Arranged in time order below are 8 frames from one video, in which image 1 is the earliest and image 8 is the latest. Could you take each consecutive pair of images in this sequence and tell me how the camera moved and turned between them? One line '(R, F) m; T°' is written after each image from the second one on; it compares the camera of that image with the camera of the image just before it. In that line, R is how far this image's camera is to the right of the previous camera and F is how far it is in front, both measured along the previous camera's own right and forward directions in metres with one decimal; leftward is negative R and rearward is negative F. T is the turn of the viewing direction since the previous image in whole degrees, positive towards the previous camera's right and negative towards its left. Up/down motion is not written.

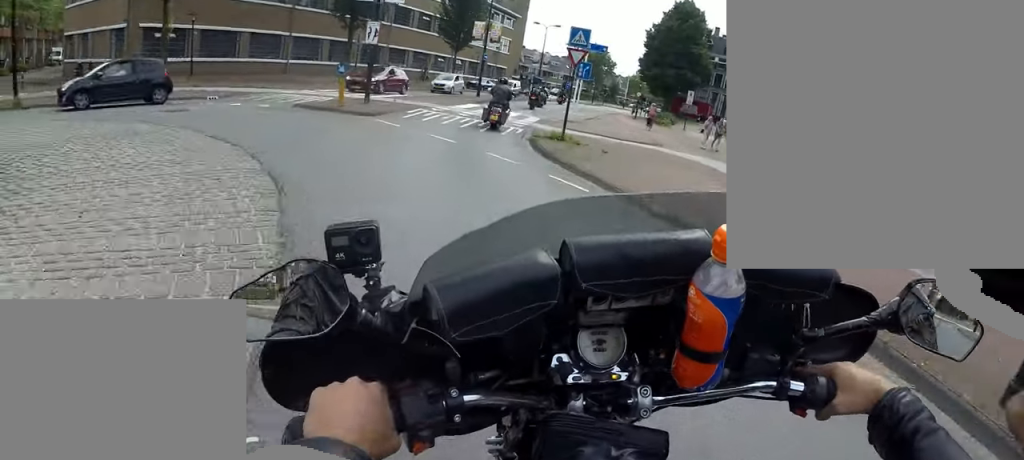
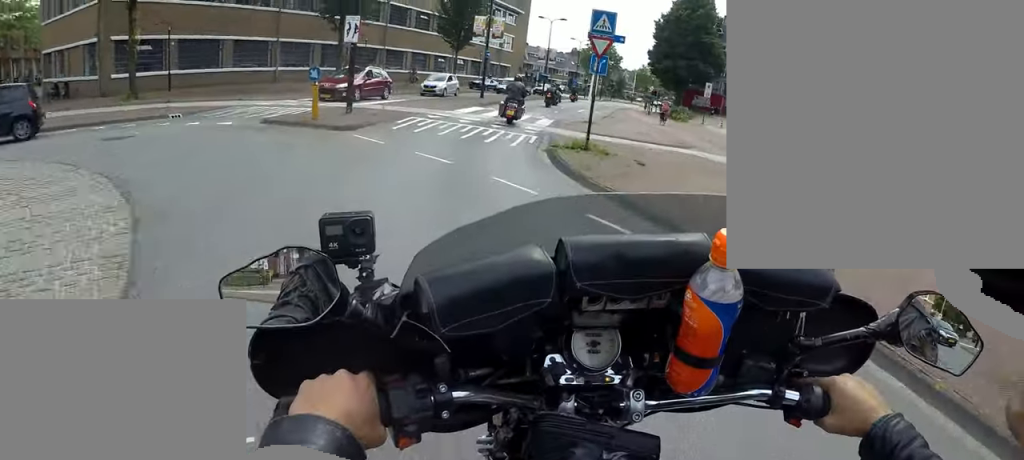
(-0.2, +2.7) m; -3°
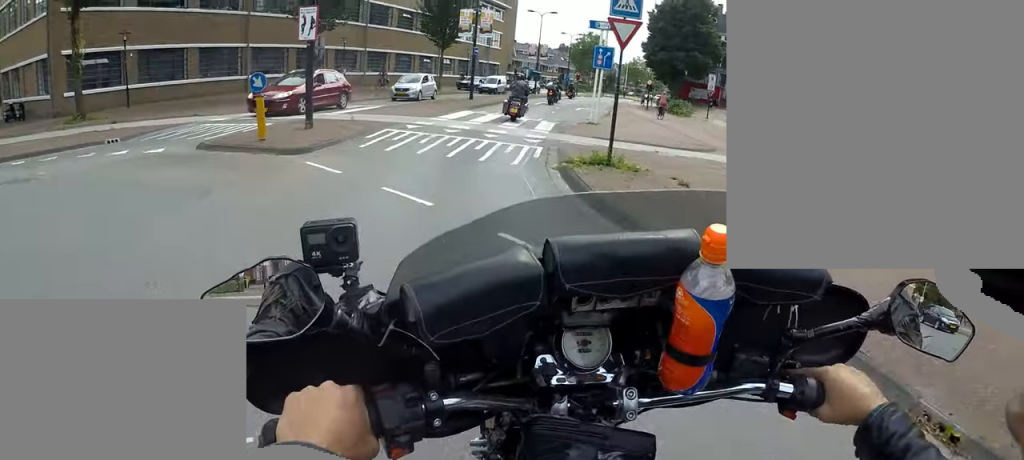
(0.0, +2.9) m; +4°
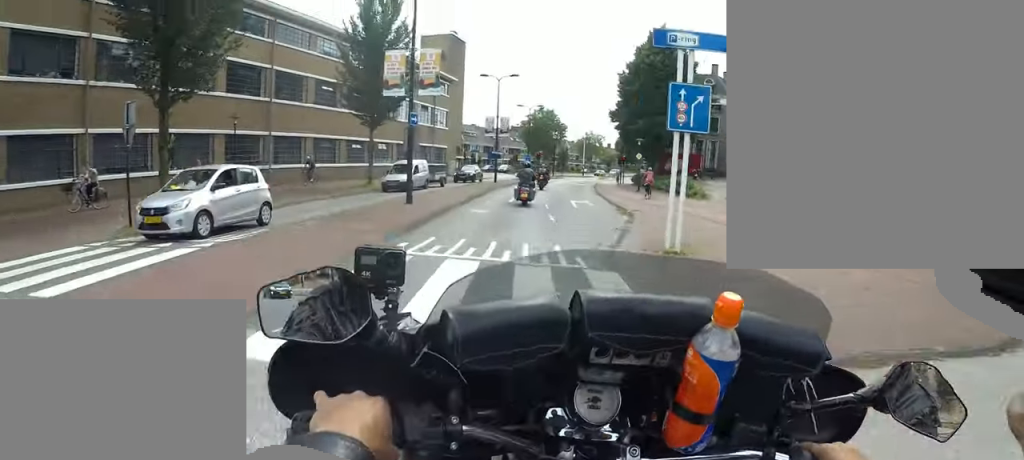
(+1.5, +10.5) m; +15°
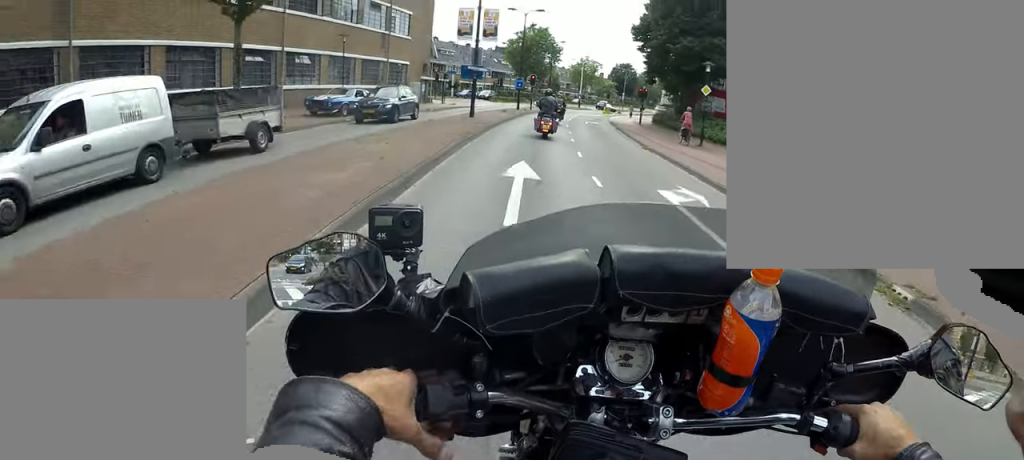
(+1.2, +12.9) m; +5°
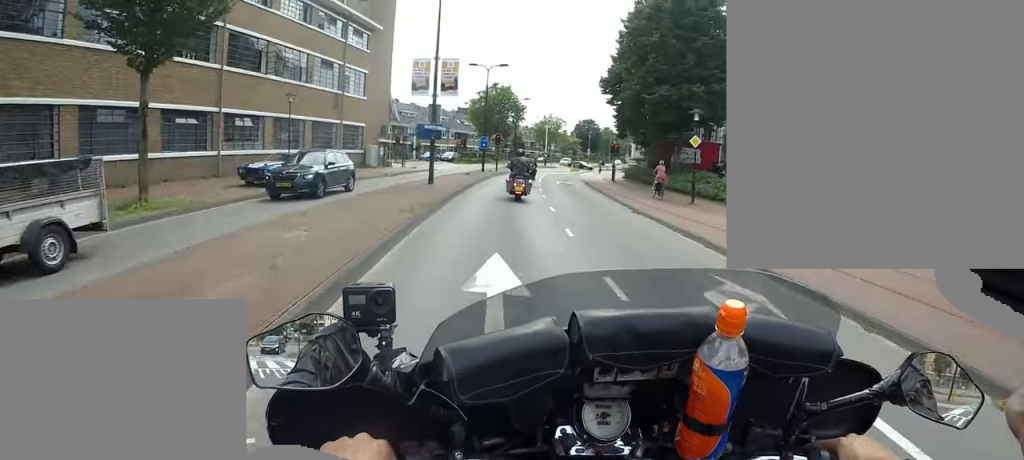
(0.0, +2.9) m; -1°
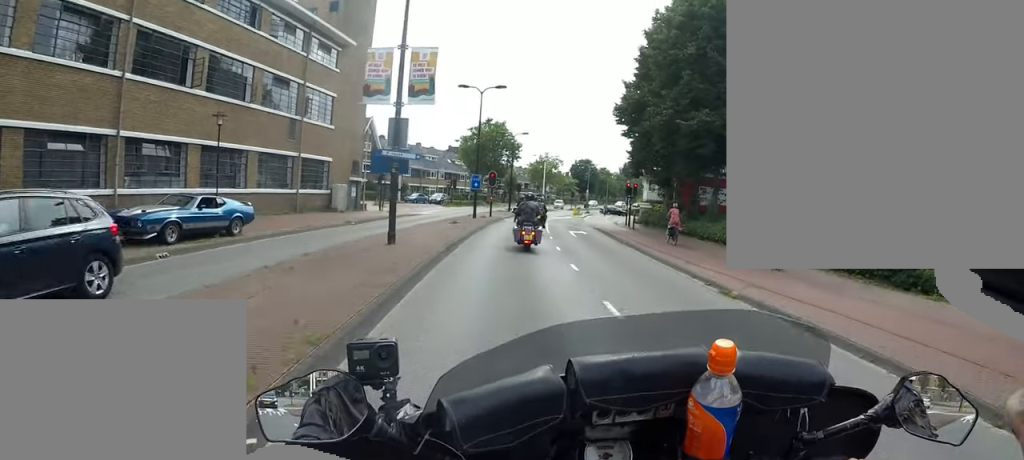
(-0.3, +7.1) m; +6°
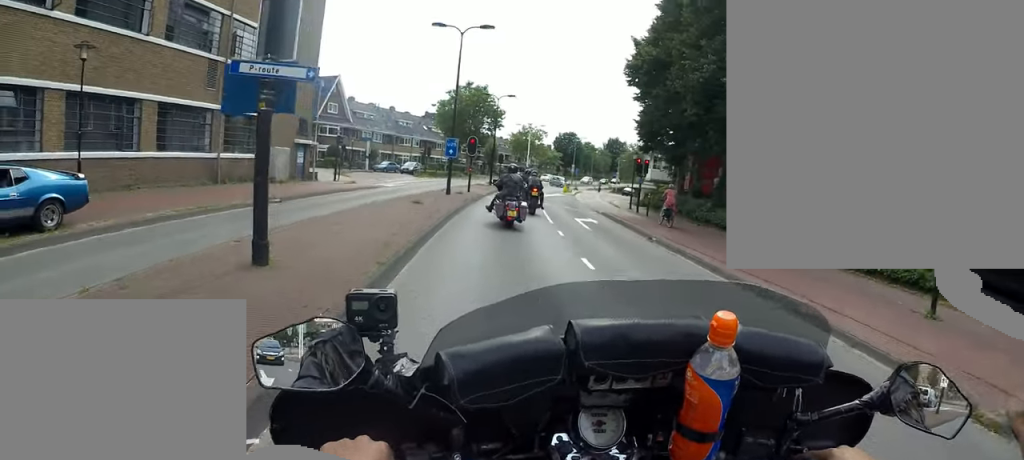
(+1.2, +6.9) m; -2°
